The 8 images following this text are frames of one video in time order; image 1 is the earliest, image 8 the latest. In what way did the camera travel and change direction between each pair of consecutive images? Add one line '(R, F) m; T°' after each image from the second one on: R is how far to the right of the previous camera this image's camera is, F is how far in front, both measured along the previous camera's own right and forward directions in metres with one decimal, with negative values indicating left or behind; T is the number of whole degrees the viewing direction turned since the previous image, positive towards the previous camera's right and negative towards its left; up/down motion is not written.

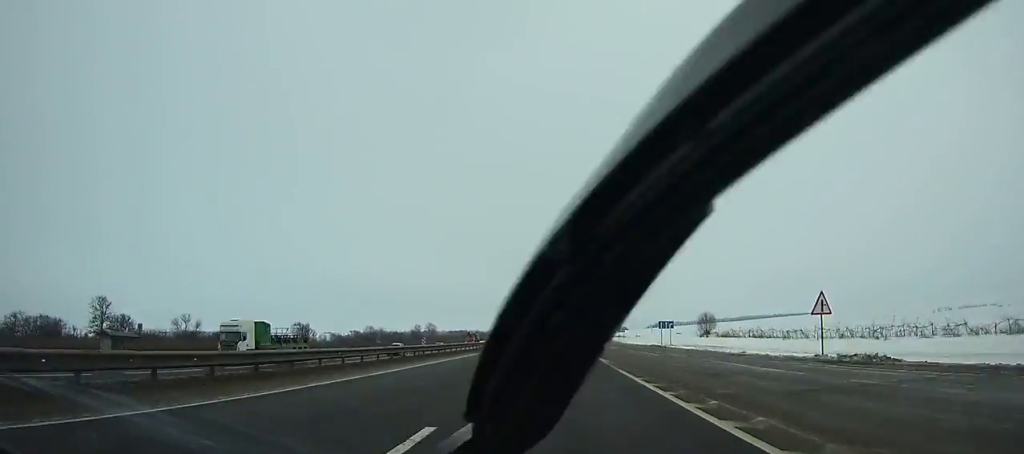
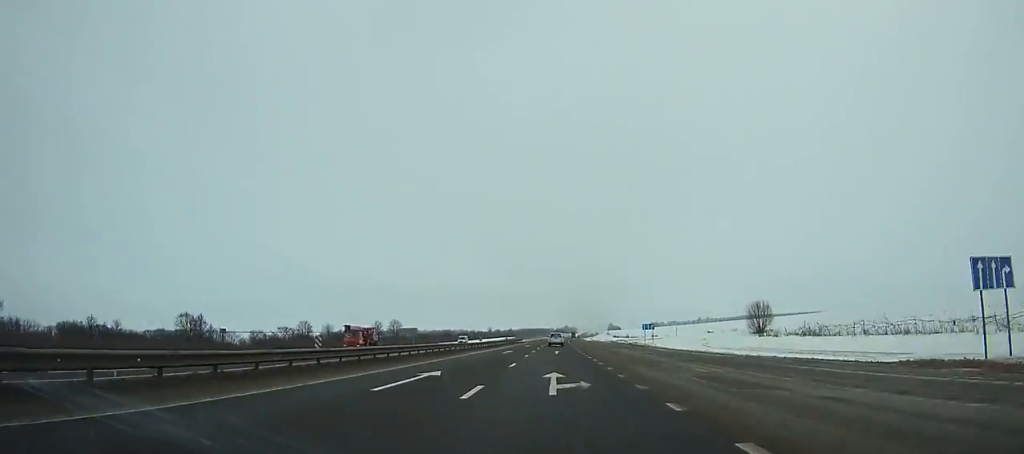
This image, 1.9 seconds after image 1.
(+0.2, +54.2) m; +1°
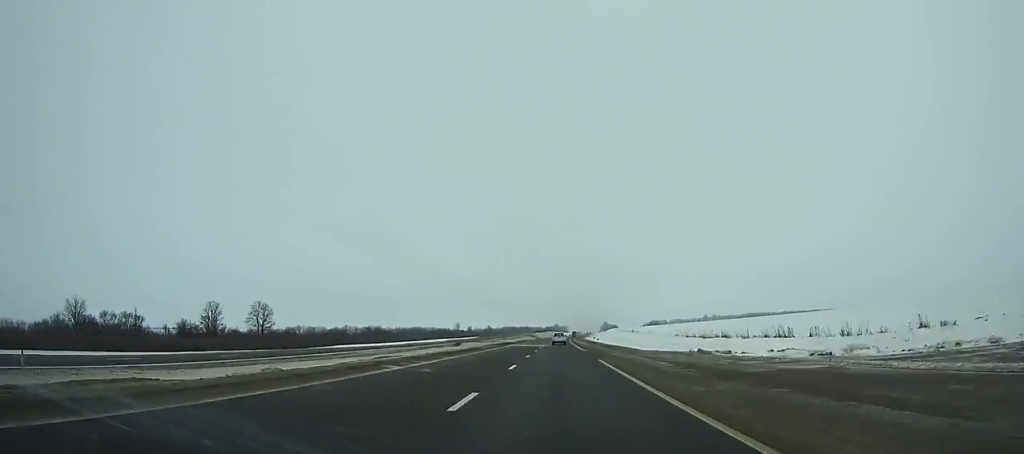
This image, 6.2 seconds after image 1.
(+1.7, +121.8) m; +1°
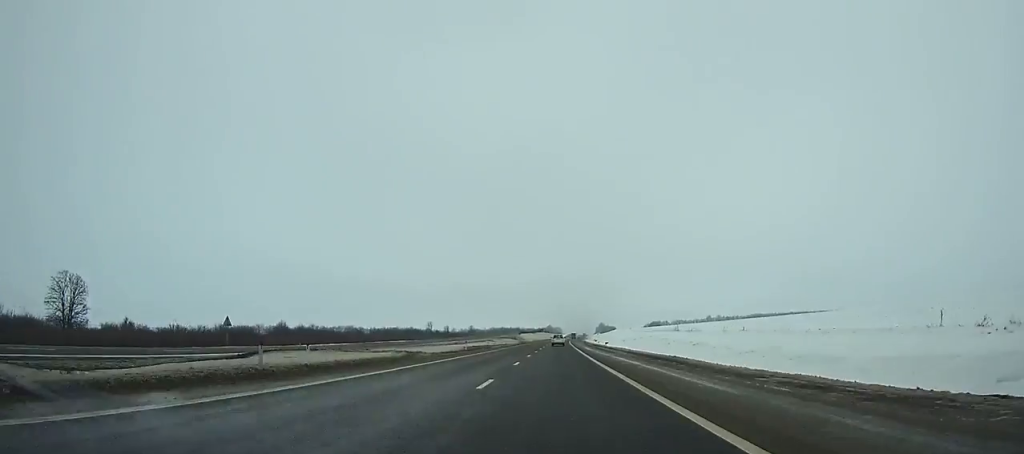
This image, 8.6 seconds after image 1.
(+0.4, +67.7) m; +1°
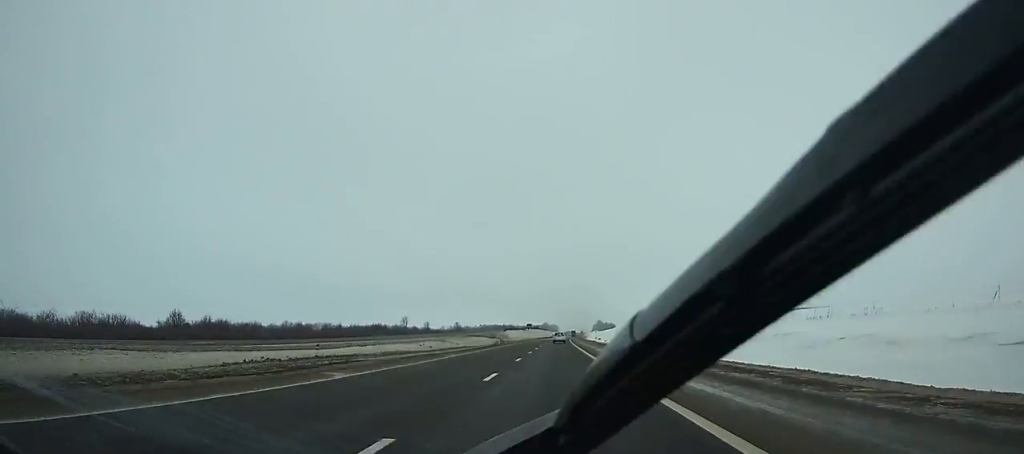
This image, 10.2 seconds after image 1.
(0.0, +45.1) m; 0°
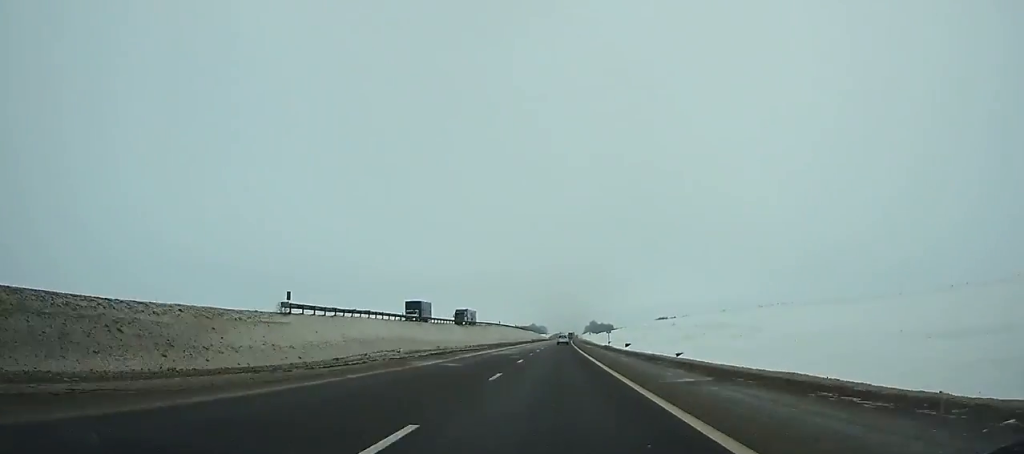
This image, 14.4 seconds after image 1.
(+1.3, +118.3) m; +1°
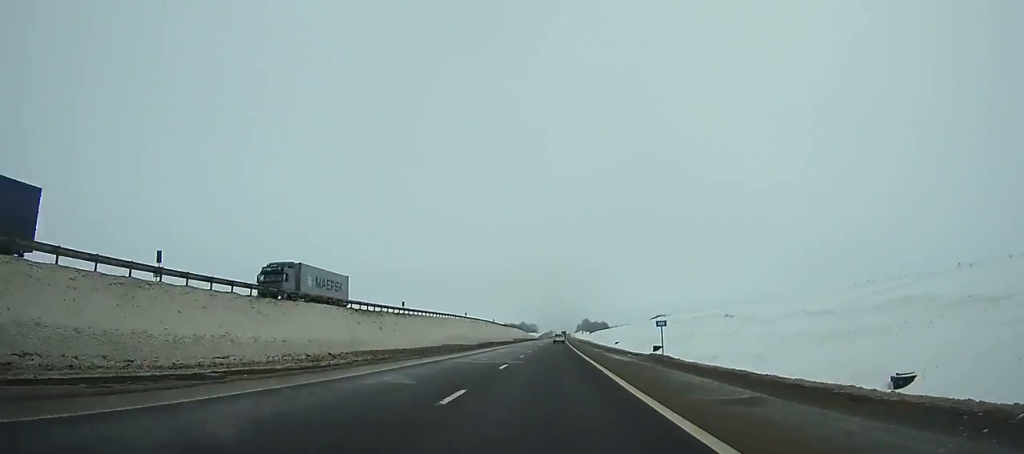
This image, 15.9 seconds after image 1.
(+0.2, +42.4) m; 0°
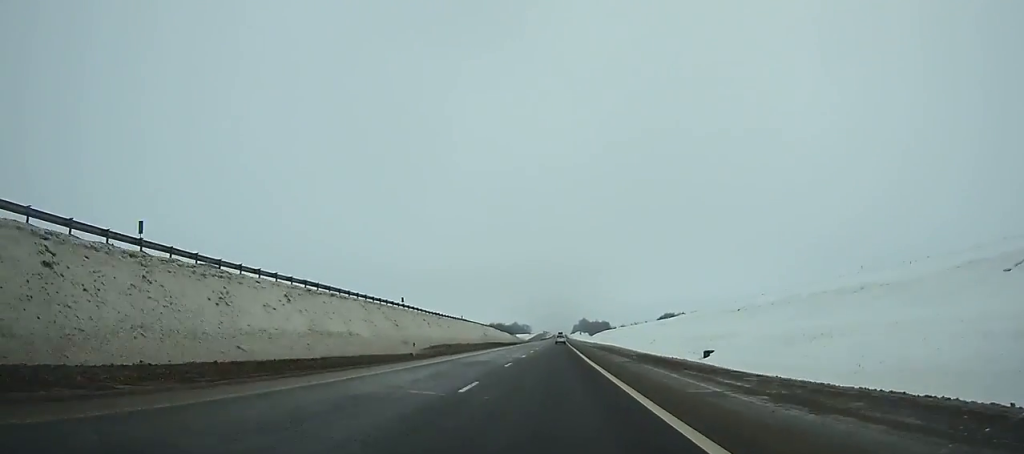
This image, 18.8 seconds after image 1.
(+0.4, +82.3) m; 0°
